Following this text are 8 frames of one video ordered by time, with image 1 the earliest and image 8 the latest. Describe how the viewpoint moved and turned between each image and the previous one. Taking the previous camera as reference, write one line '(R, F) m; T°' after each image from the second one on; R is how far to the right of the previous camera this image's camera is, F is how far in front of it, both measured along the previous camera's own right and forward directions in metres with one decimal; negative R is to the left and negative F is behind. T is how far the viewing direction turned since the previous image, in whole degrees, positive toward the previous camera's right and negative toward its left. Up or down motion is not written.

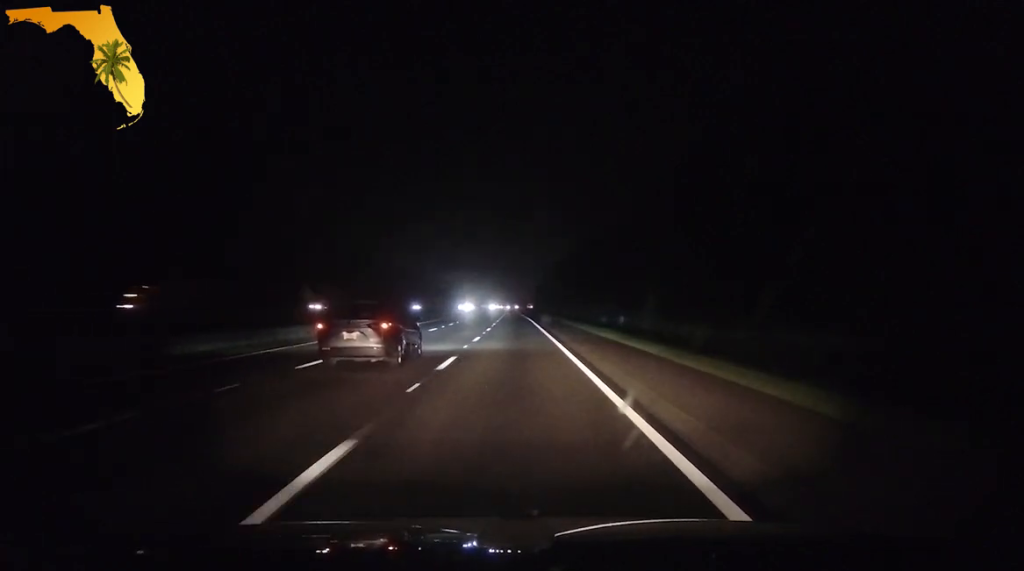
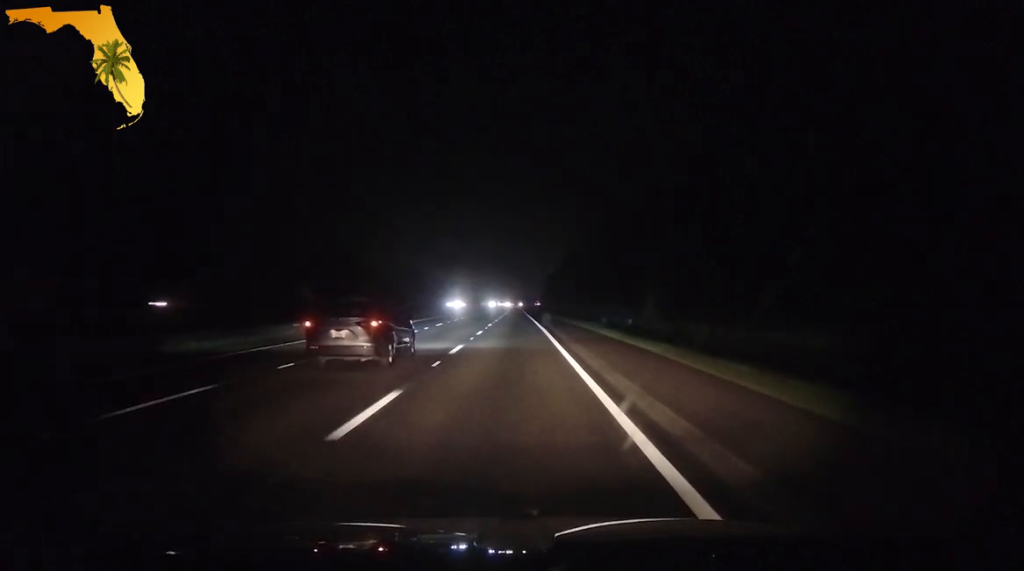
(0.0, +32.4) m; 0°
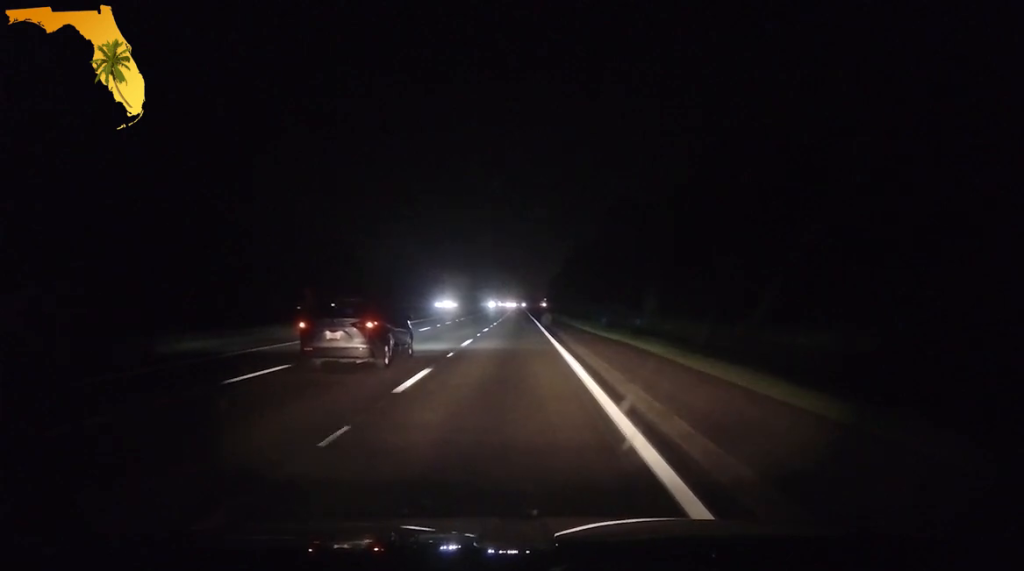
(+0.1, +20.1) m; 0°
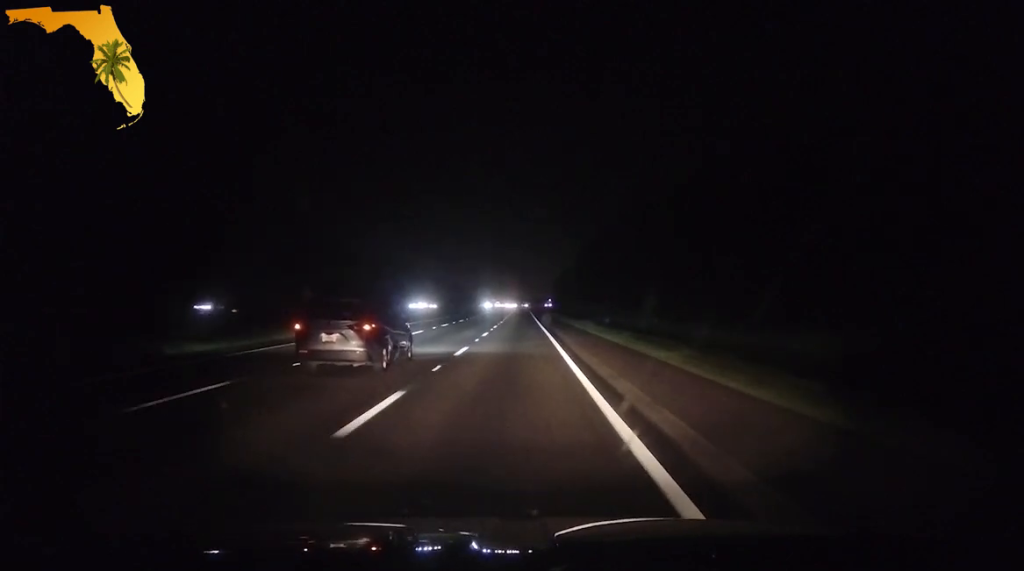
(+0.1, +27.8) m; 0°
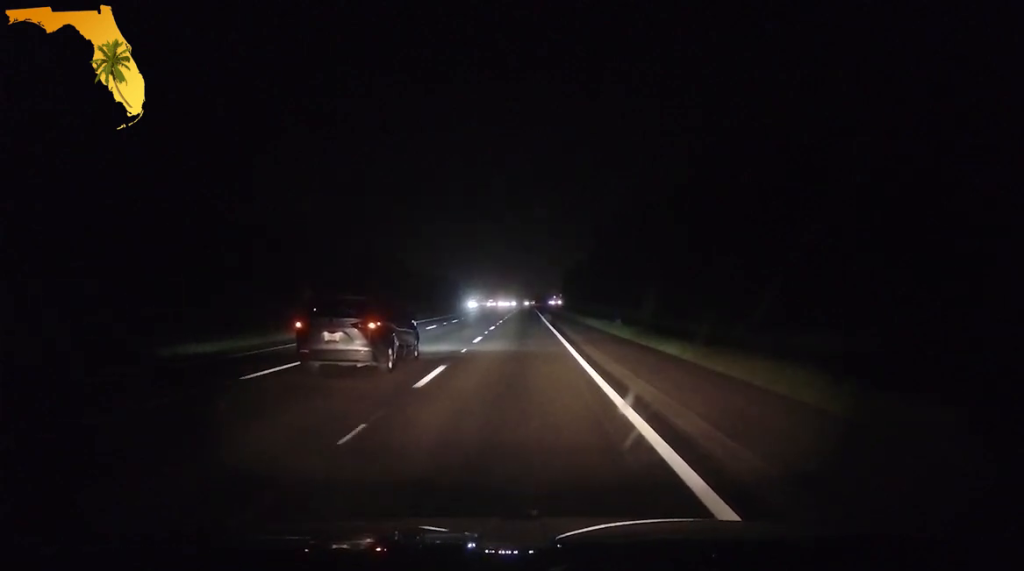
(-0.7, +44.4) m; -1°
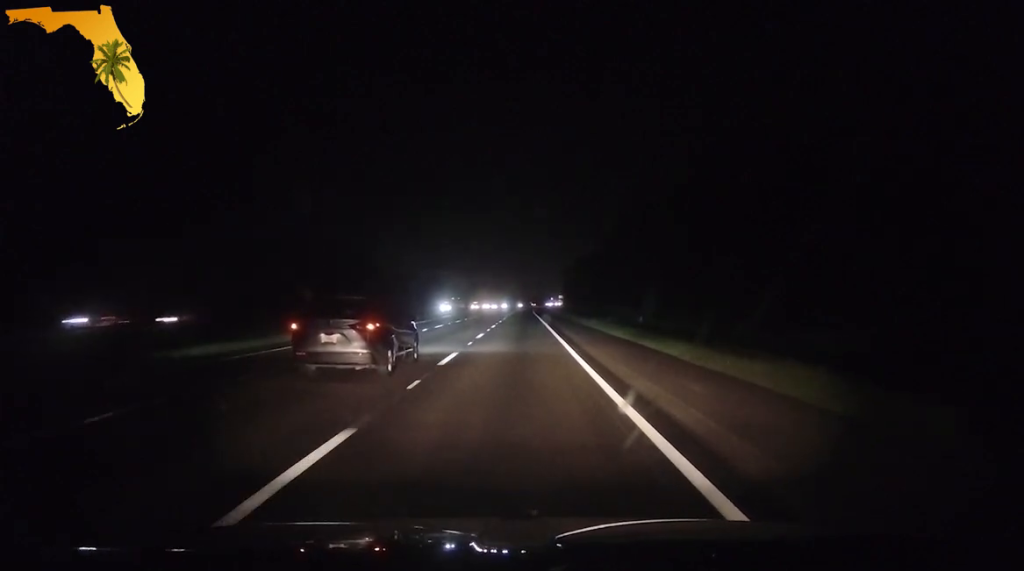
(-0.1, +32.2) m; 0°
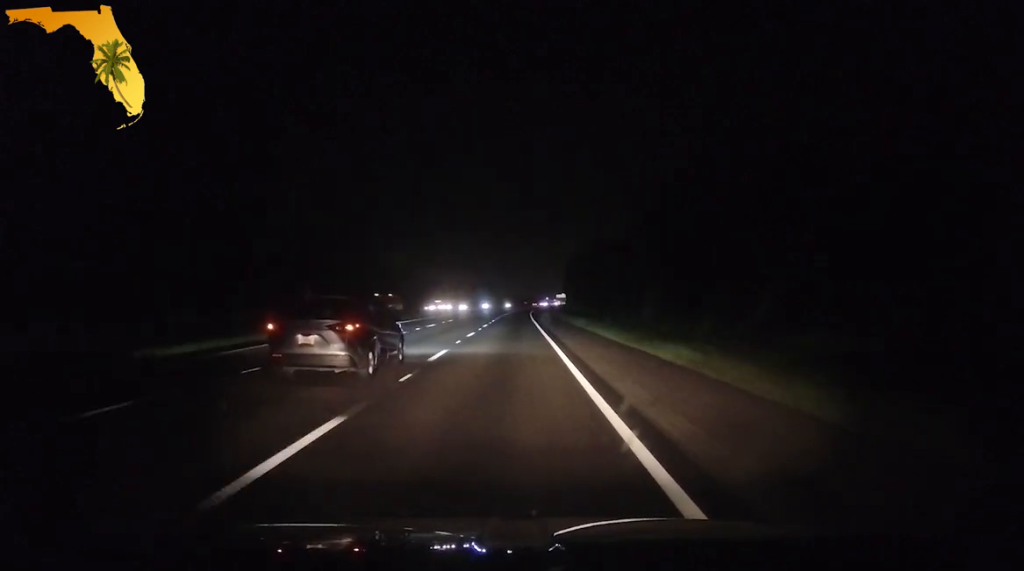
(0.0, +47.6) m; +1°
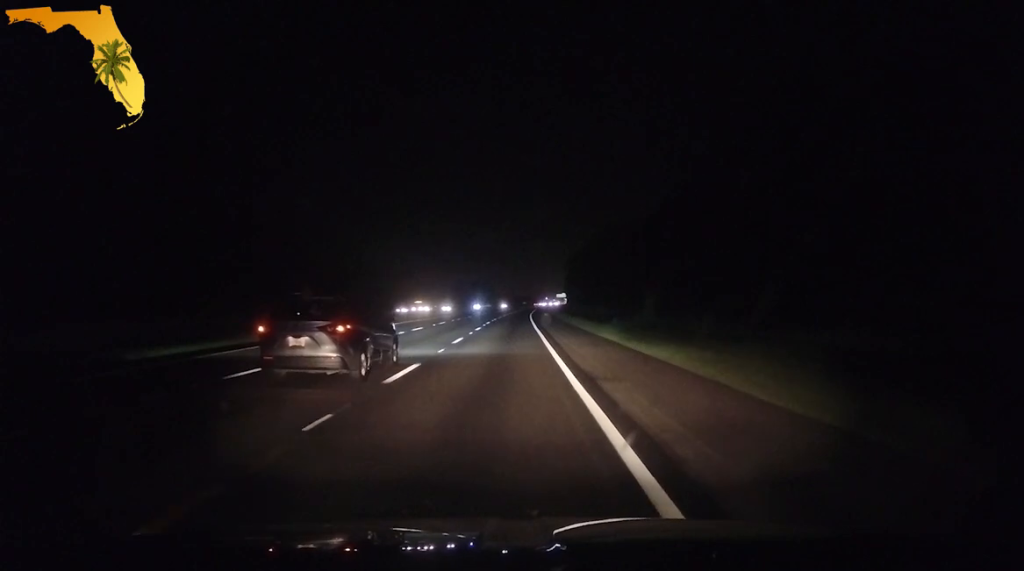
(+0.2, +16.5) m; 0°
